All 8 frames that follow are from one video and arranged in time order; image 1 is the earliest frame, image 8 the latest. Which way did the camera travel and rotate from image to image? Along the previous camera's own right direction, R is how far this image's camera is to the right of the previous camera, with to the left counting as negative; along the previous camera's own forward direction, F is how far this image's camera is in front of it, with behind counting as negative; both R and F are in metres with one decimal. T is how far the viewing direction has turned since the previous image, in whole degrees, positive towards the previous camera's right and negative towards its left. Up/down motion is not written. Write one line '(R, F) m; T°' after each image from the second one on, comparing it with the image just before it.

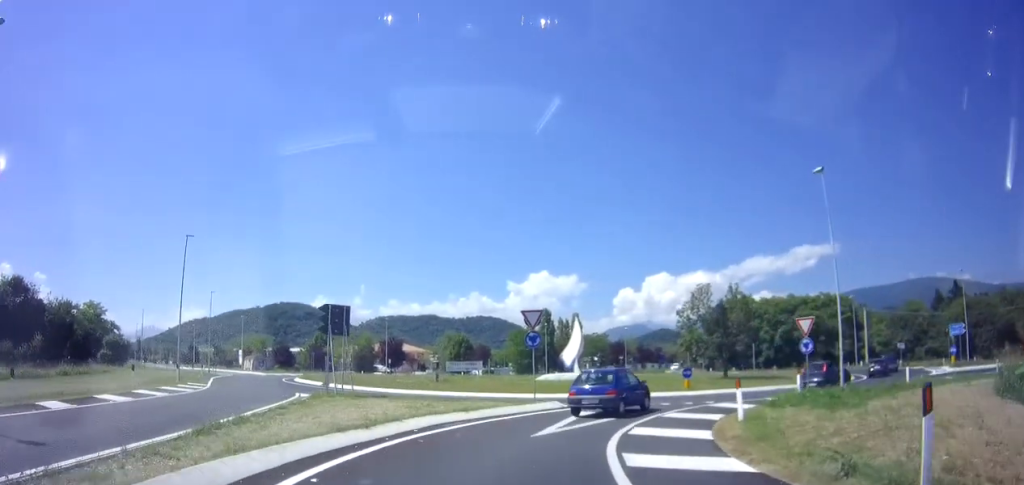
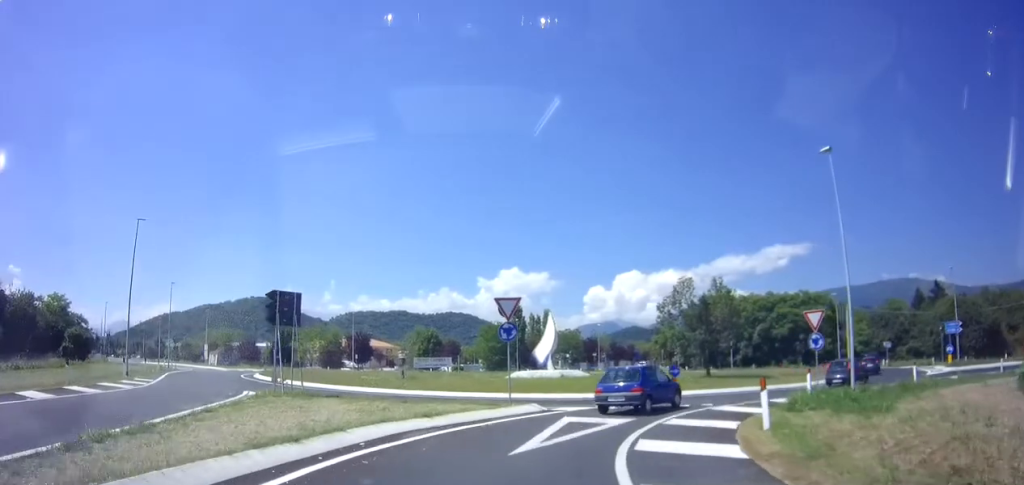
(+0.2, +2.5) m; +3°
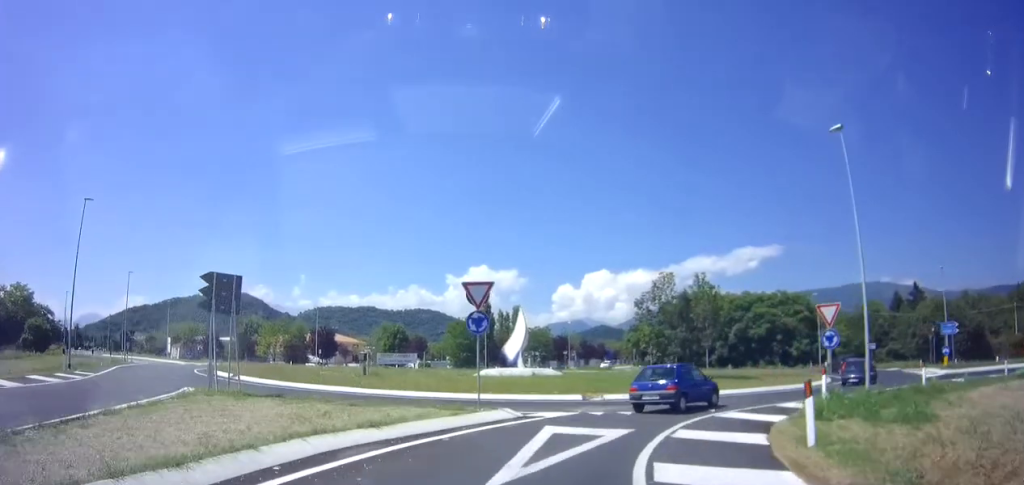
(0.0, +2.5) m; +3°
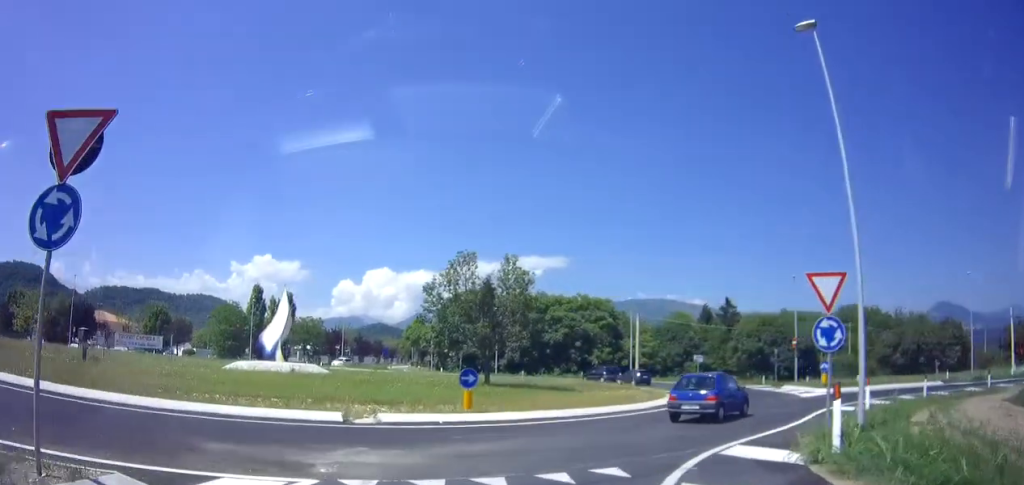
(+1.6, +9.1) m; +24°
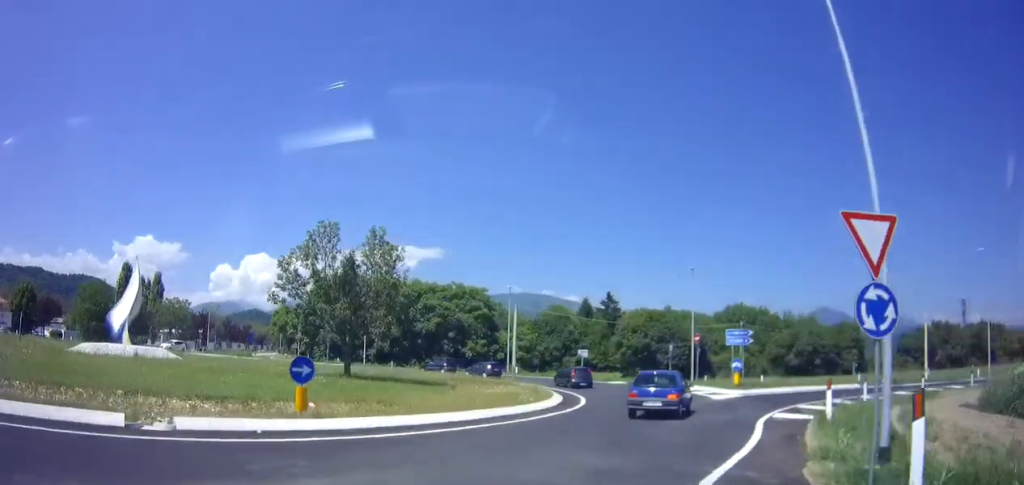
(+0.4, +4.2) m; +12°
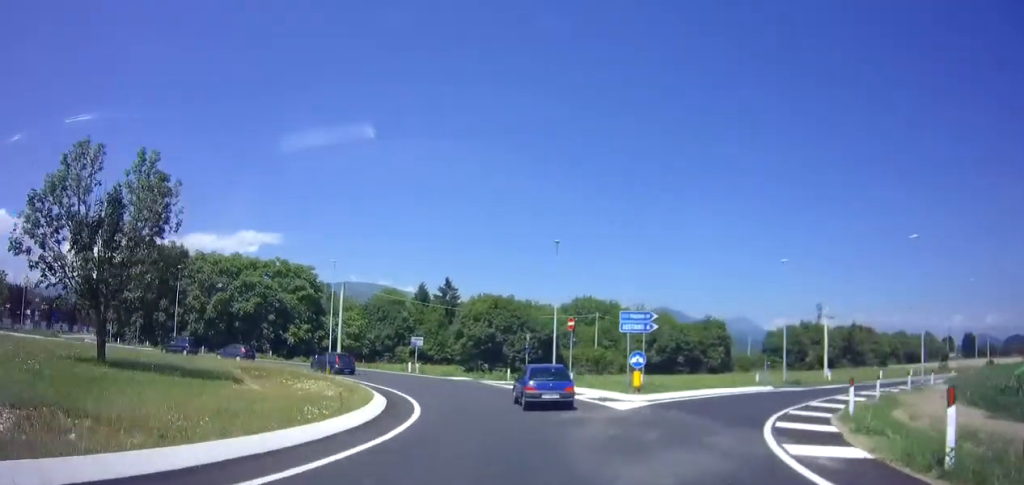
(+1.3, +7.8) m; +14°
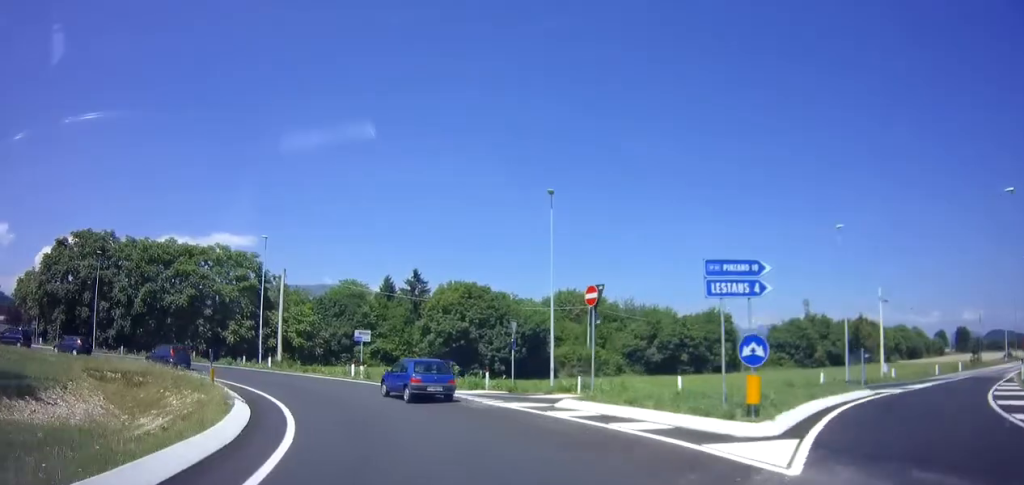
(+0.8, +9.9) m; +2°
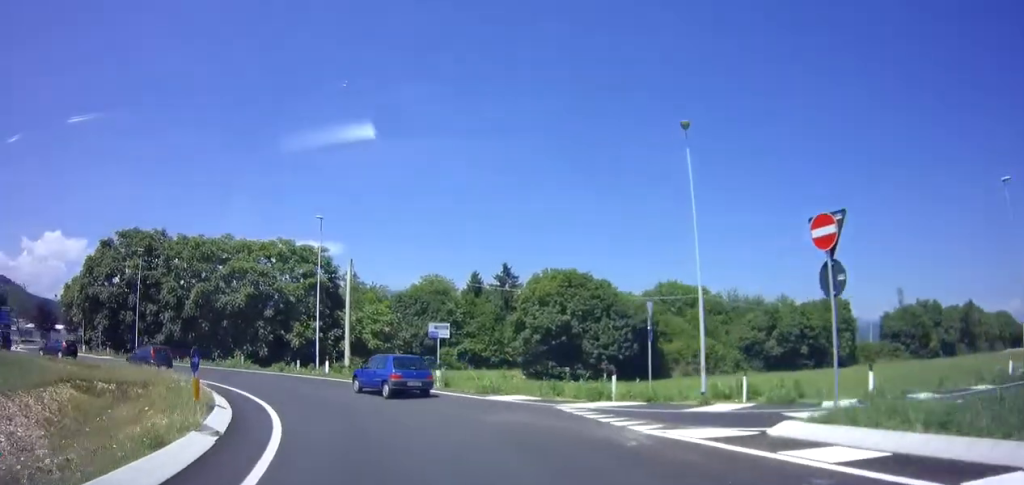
(-0.3, +6.8) m; -8°
